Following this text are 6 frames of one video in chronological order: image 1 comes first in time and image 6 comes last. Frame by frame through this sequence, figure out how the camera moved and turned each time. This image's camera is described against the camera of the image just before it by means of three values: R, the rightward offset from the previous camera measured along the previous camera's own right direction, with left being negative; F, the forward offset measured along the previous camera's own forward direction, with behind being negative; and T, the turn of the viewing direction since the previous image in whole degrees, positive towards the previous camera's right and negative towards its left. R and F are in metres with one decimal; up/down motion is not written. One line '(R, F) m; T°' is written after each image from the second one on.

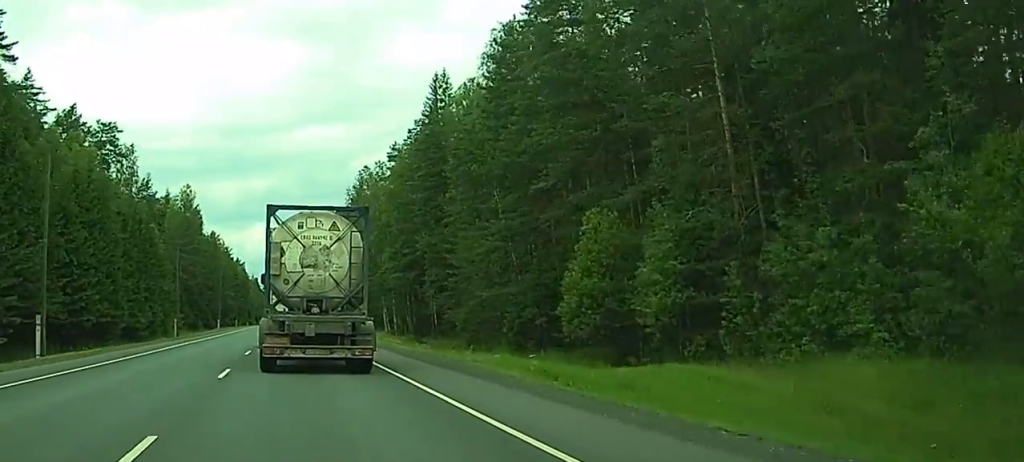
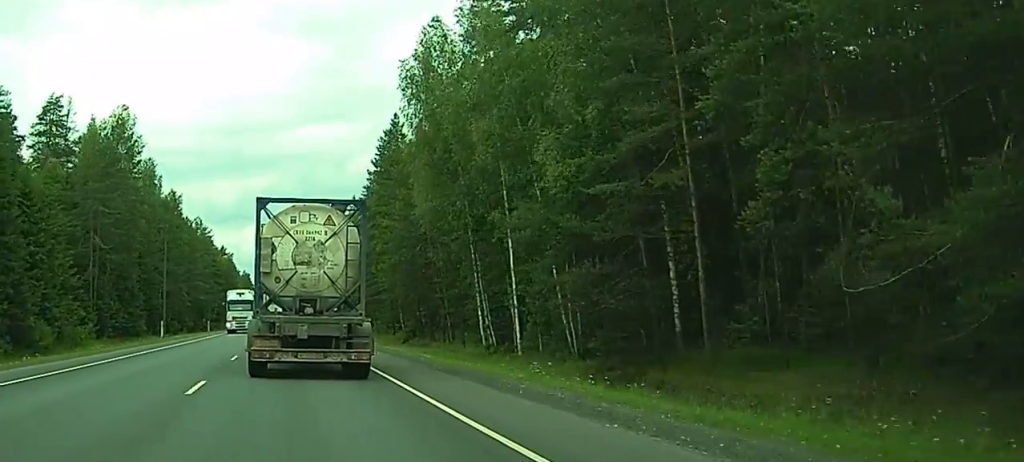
(0.0, +63.5) m; 0°
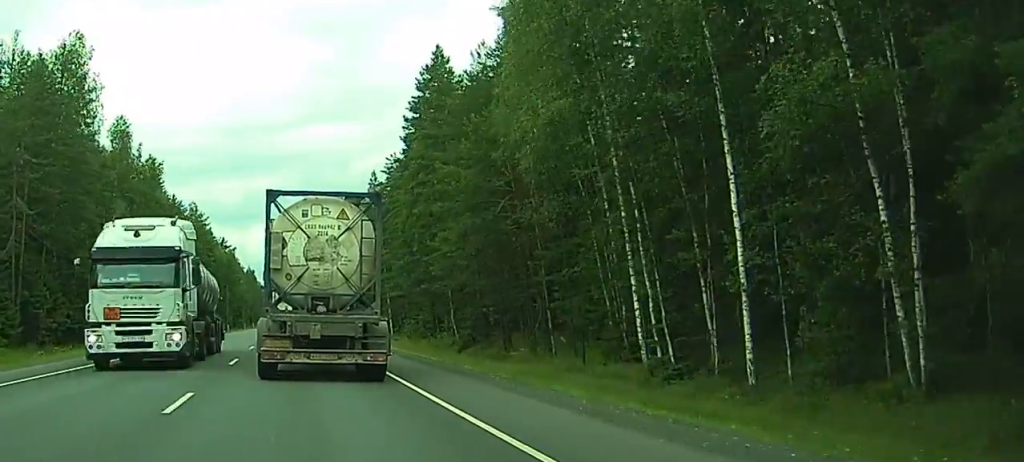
(-0.2, +27.0) m; 0°
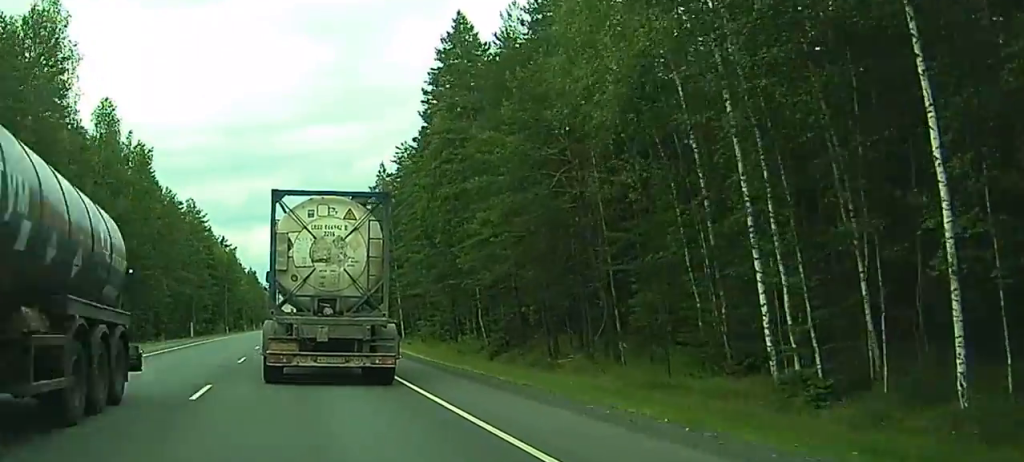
(0.0, +9.6) m; 0°
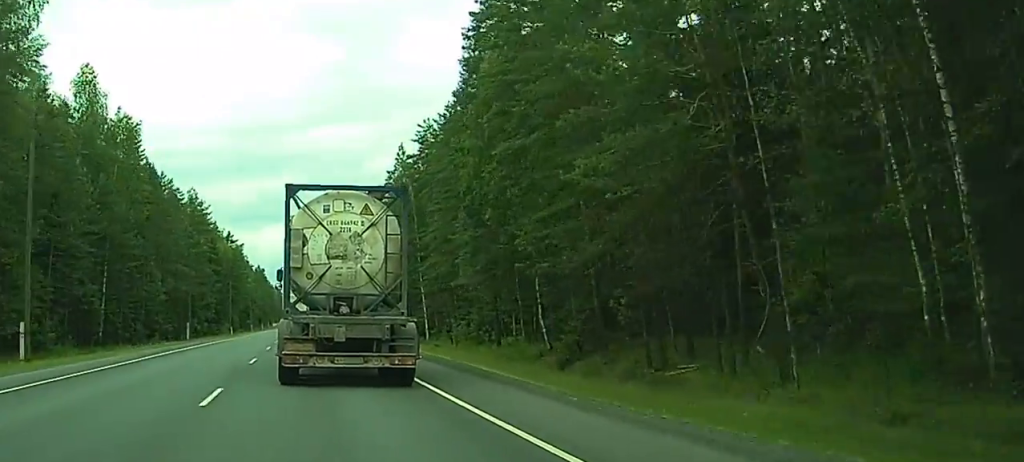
(0.0, +12.9) m; 0°
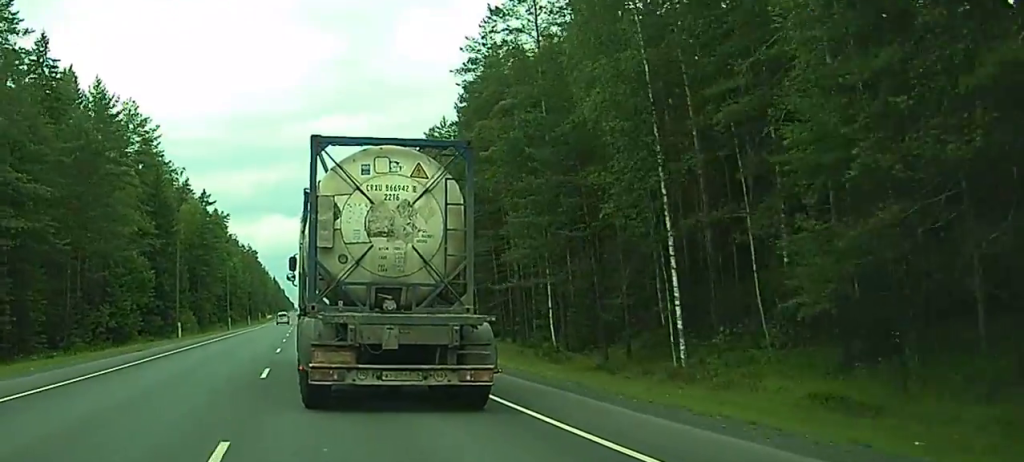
(+0.2, +66.8) m; +1°
